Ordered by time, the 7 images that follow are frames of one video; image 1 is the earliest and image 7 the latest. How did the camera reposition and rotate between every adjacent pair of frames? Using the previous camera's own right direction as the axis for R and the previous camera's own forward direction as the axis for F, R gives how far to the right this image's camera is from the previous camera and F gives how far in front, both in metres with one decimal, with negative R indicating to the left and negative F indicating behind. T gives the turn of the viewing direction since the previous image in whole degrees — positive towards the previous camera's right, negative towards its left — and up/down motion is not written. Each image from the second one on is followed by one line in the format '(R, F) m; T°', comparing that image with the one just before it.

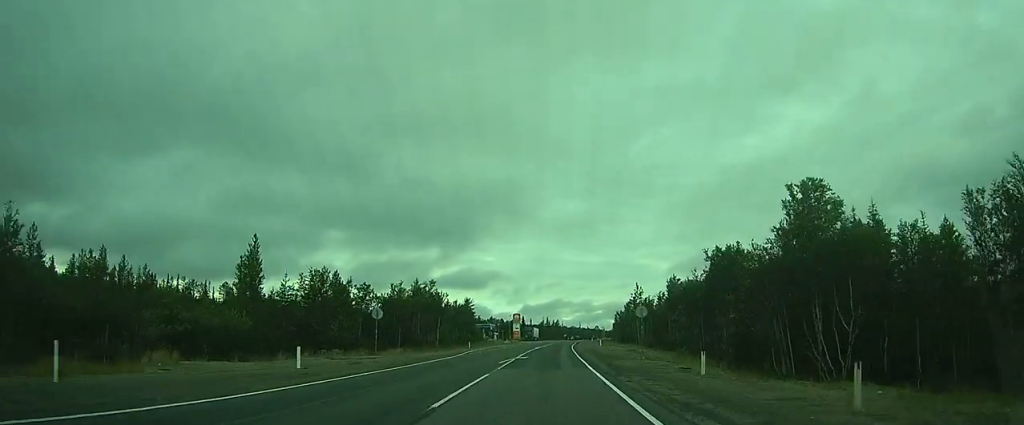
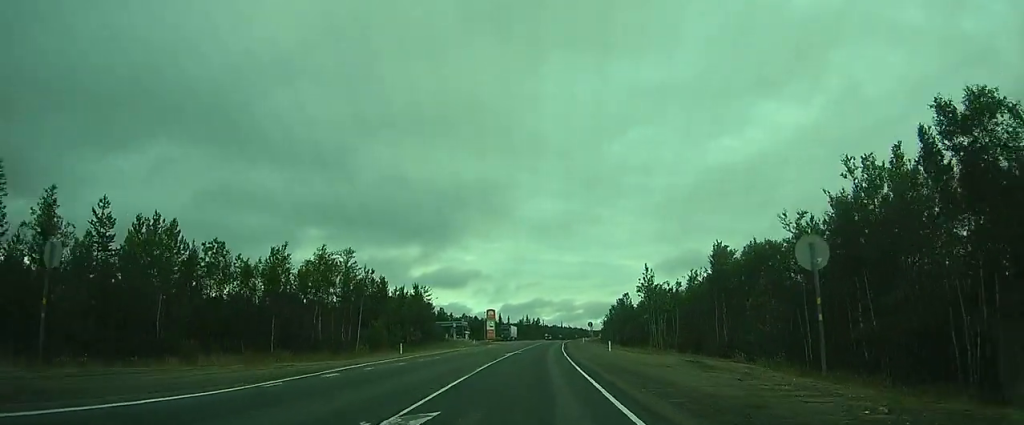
(+0.4, +24.2) m; +1°
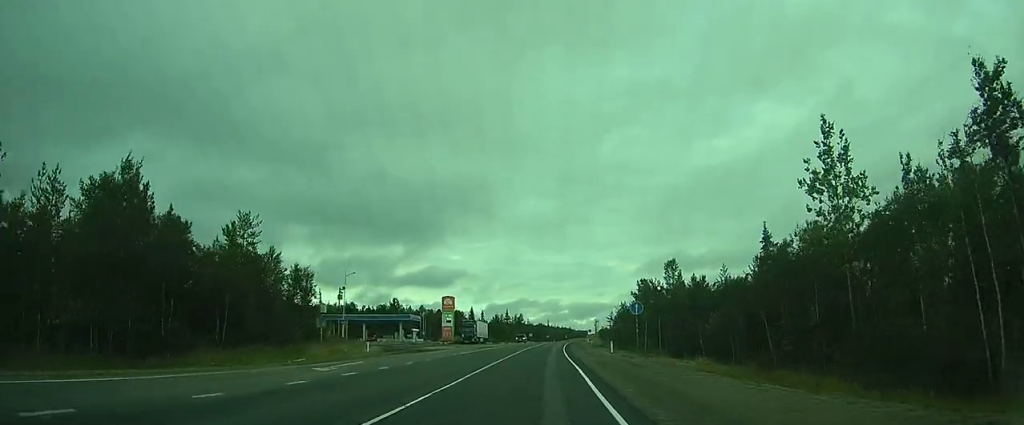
(+1.4, +55.6) m; +3°
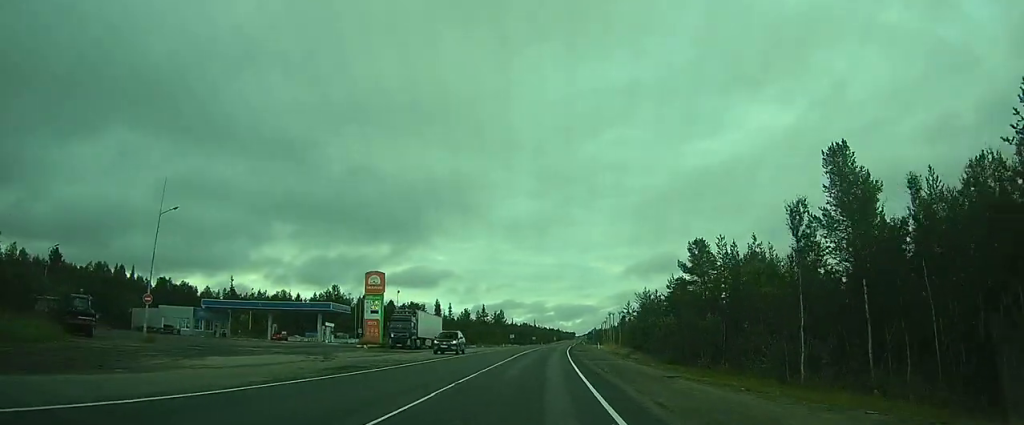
(+0.6, +41.3) m; +2°
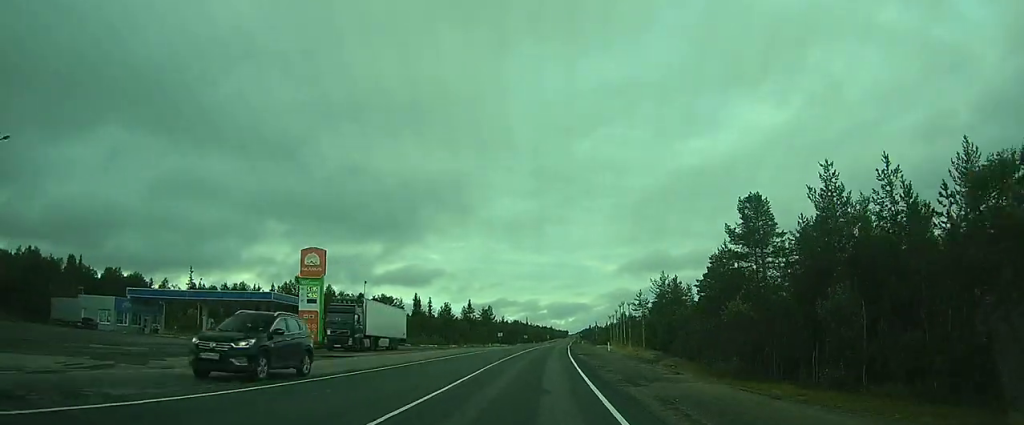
(+0.1, +16.3) m; +1°
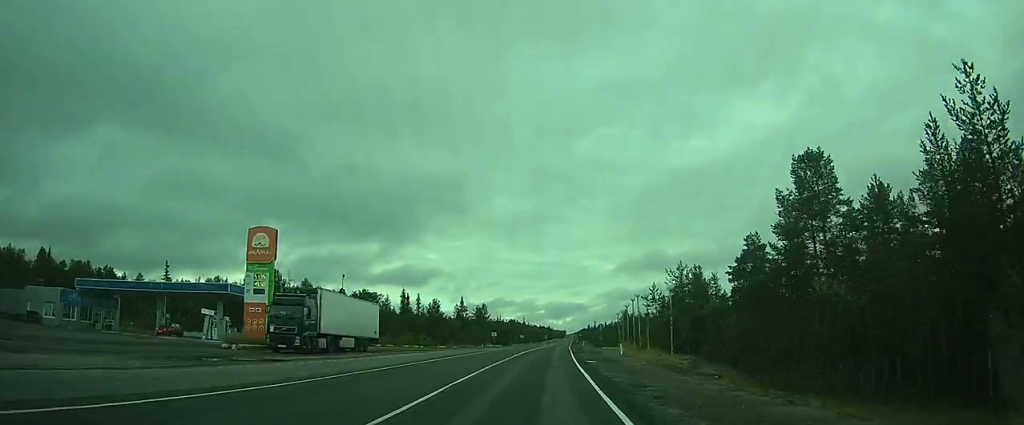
(0.0, +9.1) m; 0°
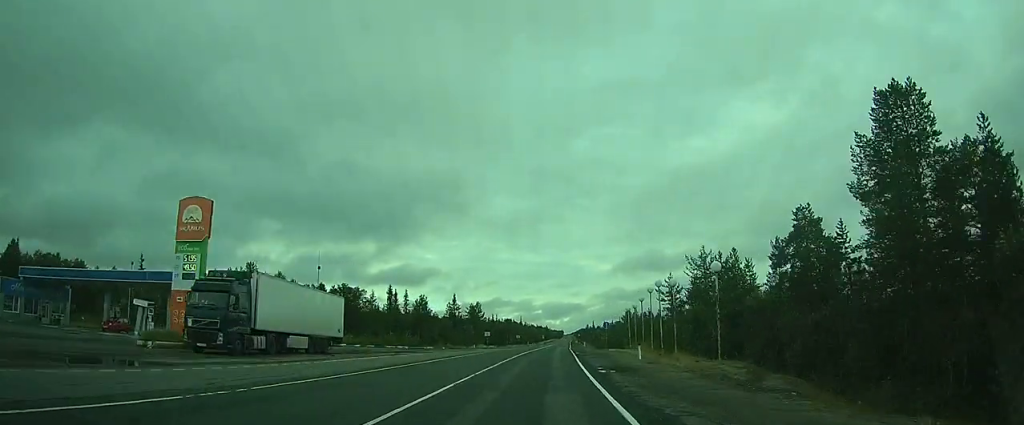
(0.0, +8.4) m; 0°
